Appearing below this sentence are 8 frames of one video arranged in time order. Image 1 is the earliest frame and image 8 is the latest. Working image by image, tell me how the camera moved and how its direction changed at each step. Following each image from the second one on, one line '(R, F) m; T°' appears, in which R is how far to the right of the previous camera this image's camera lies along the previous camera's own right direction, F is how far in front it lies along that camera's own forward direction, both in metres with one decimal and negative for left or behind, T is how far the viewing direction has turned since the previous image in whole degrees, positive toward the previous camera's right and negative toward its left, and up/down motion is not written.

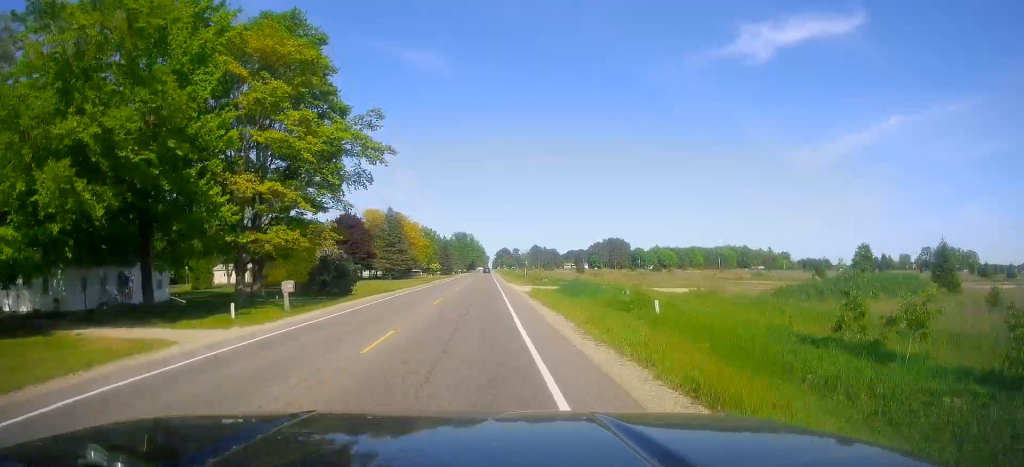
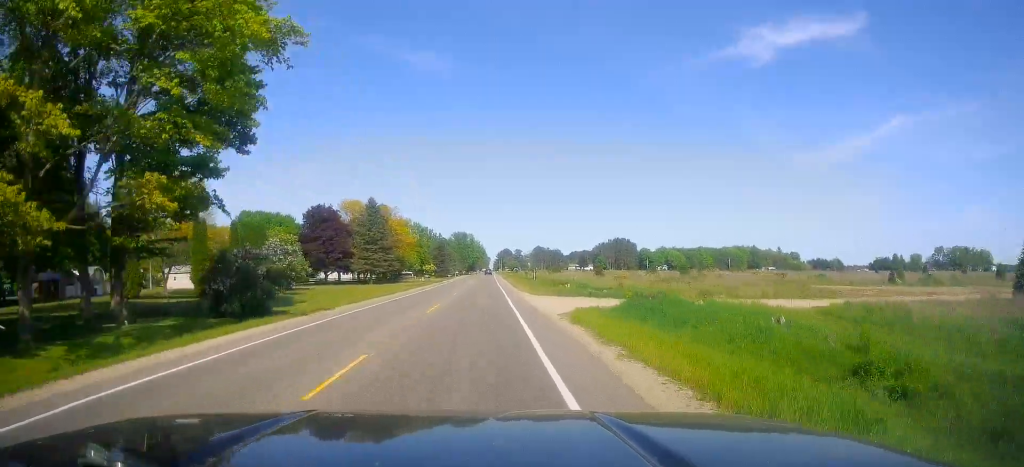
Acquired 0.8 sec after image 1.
(-0.1, +20.1) m; 0°
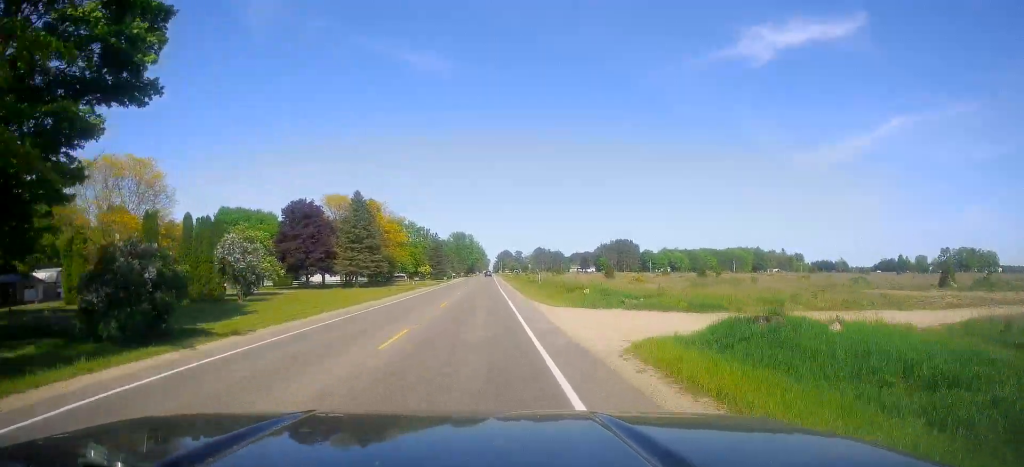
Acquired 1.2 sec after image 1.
(-0.1, +10.4) m; 0°
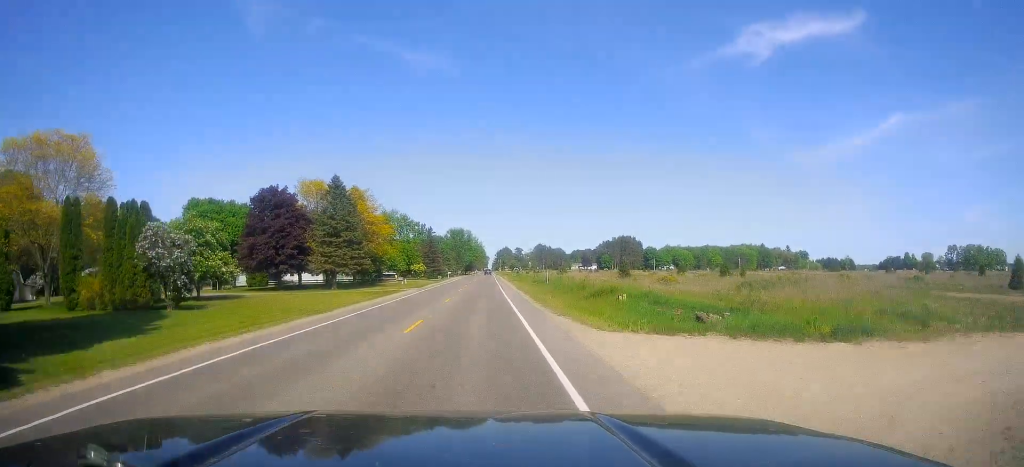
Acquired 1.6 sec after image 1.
(+0.1, +12.1) m; +1°
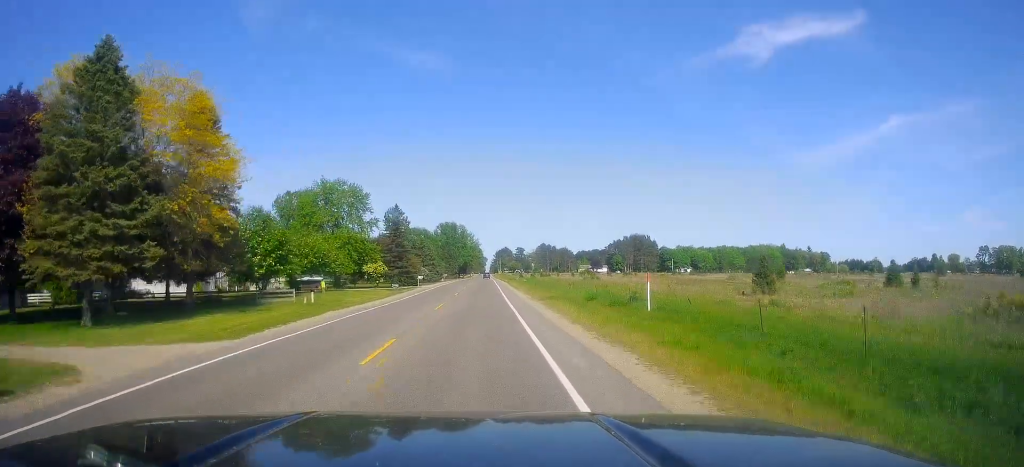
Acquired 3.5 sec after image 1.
(+0.9, +48.3) m; +2°
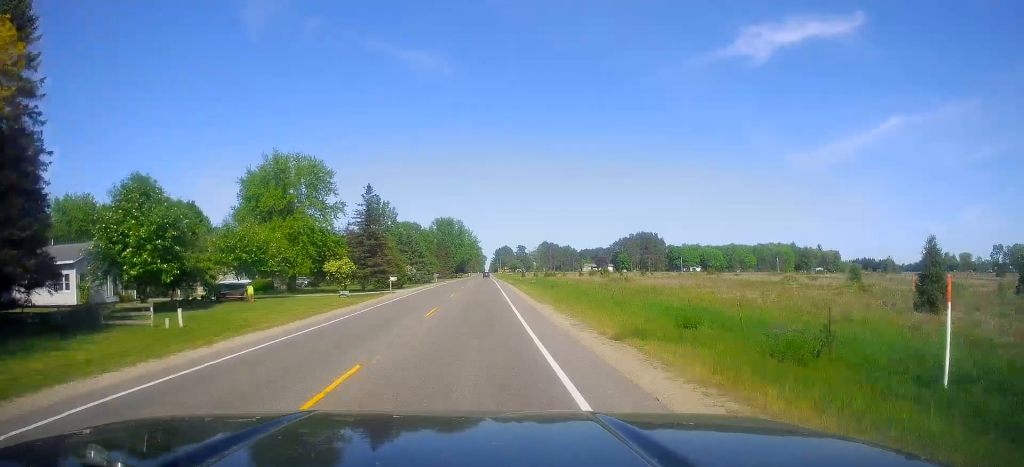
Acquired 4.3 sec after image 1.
(+0.4, +19.6) m; 0°
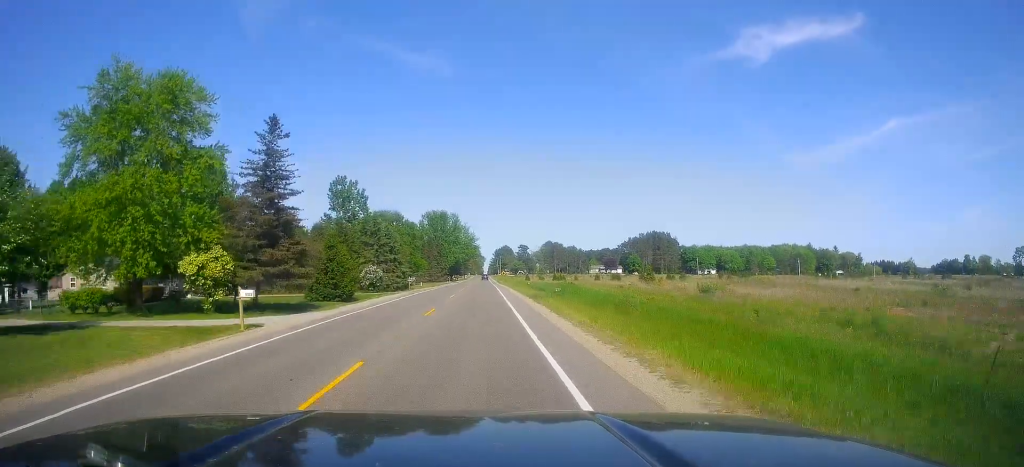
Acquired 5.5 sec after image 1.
(-0.6, +30.6) m; -1°
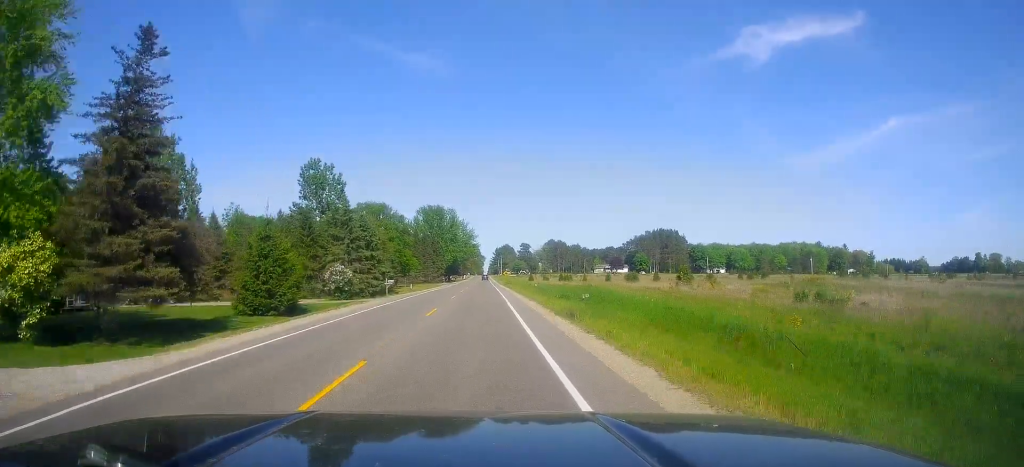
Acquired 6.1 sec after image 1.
(0.0, +15.4) m; +1°
